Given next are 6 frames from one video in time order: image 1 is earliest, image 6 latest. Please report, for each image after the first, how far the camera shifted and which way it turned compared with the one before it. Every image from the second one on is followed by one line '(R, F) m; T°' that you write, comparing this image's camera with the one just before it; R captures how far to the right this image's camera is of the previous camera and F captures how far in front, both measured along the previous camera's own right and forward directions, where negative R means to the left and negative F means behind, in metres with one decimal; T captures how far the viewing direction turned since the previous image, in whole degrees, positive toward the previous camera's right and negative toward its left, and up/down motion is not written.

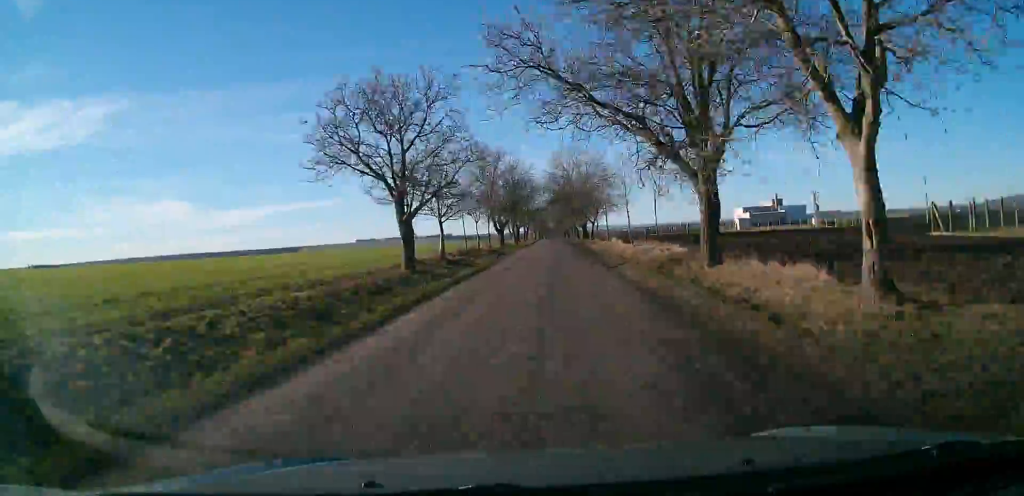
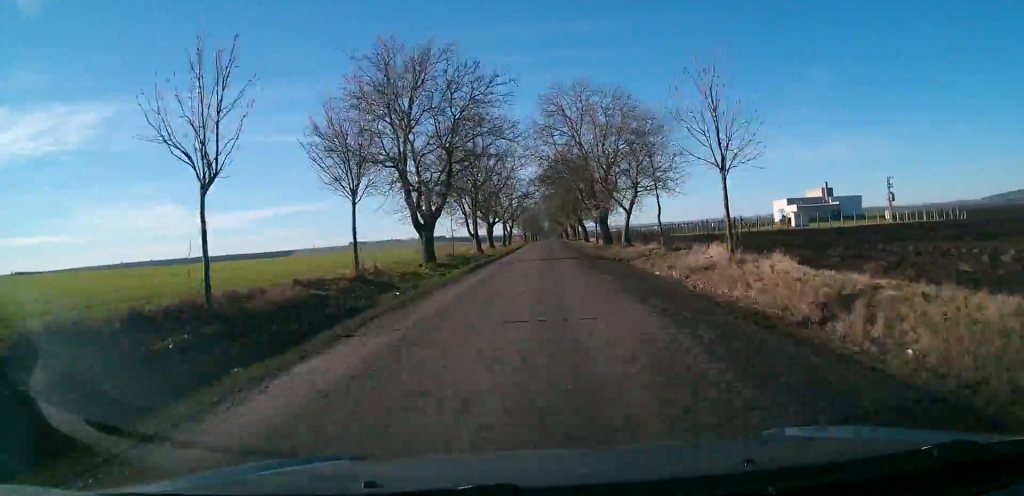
(+0.4, +40.8) m; +1°
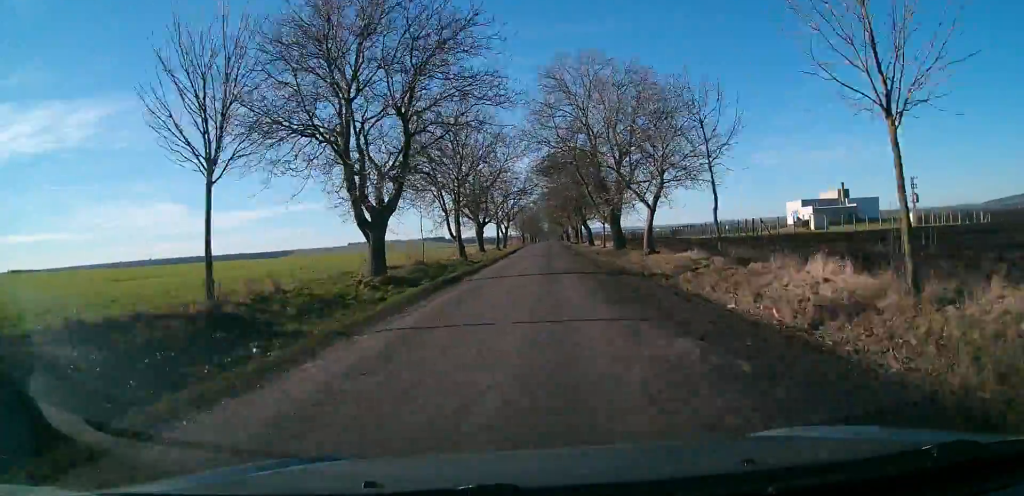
(0.0, +9.3) m; 0°
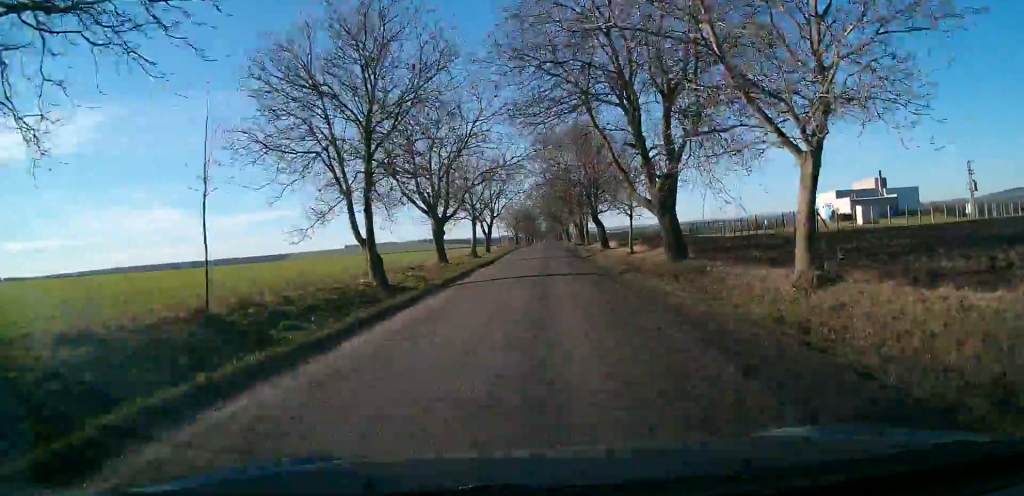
(0.0, +19.6) m; 0°
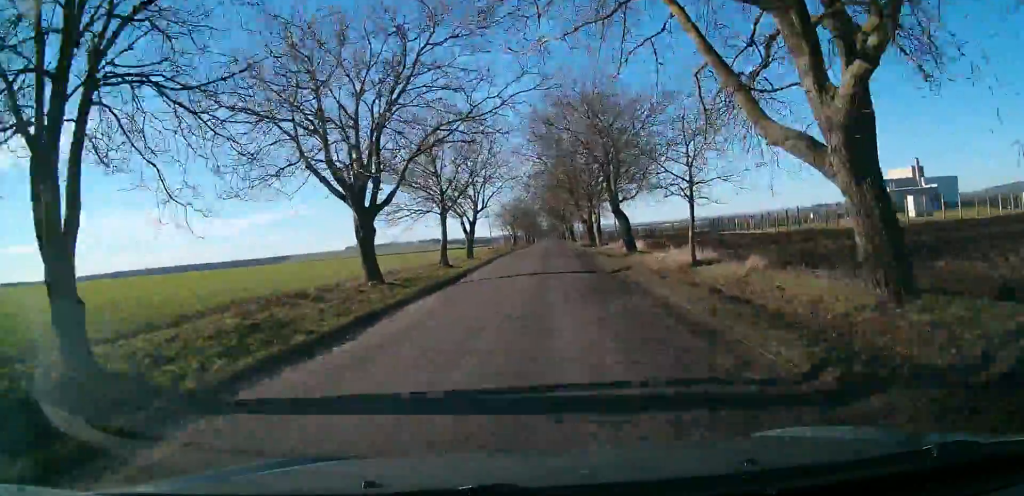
(0.0, +14.9) m; 0°
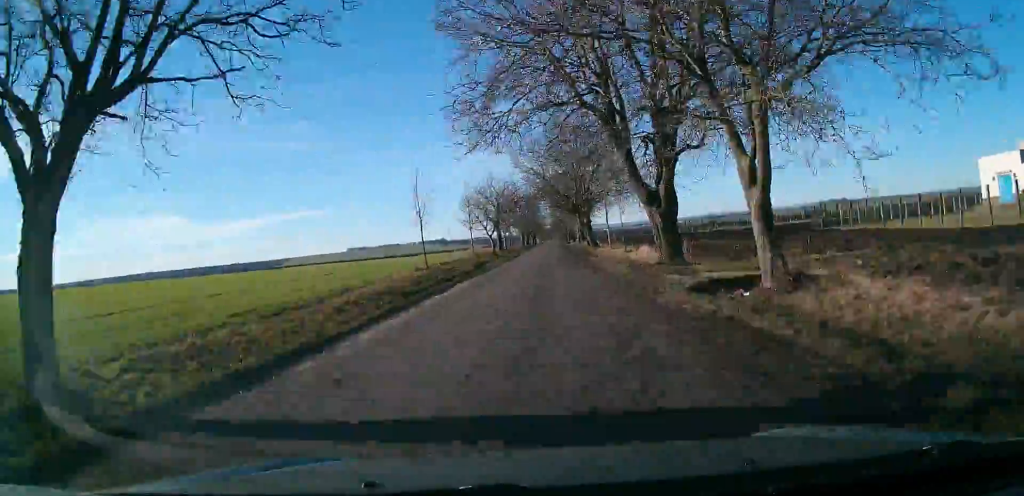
(-0.1, +41.7) m; -1°
